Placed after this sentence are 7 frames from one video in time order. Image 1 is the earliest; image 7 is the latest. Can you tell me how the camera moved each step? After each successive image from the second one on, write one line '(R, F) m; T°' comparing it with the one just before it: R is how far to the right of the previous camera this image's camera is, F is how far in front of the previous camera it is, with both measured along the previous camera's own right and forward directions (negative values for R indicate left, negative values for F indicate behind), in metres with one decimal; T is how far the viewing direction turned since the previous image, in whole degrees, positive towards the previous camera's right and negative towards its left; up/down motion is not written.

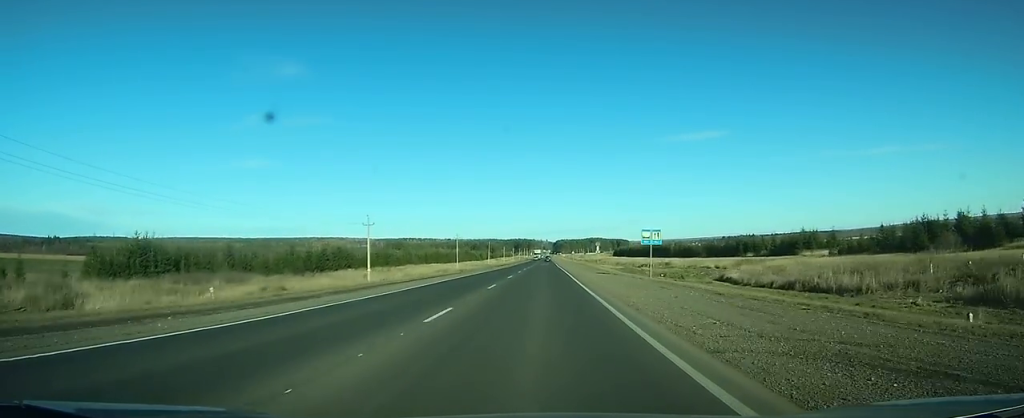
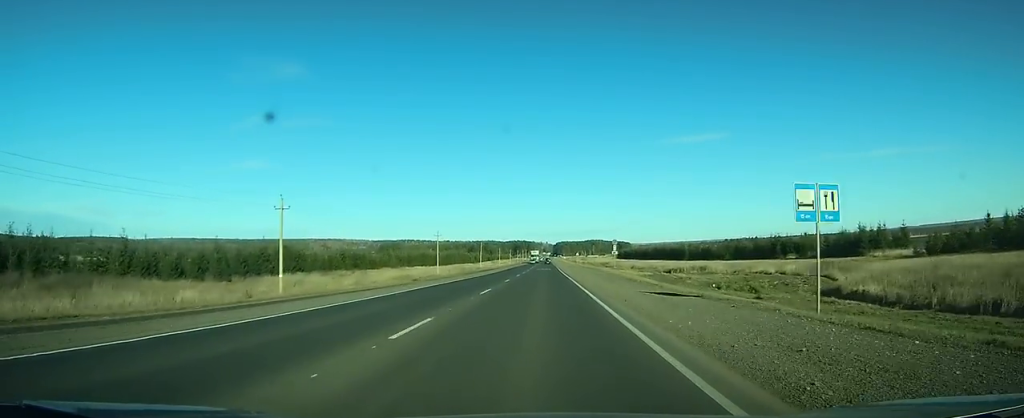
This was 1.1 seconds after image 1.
(0.0, +26.7) m; 0°
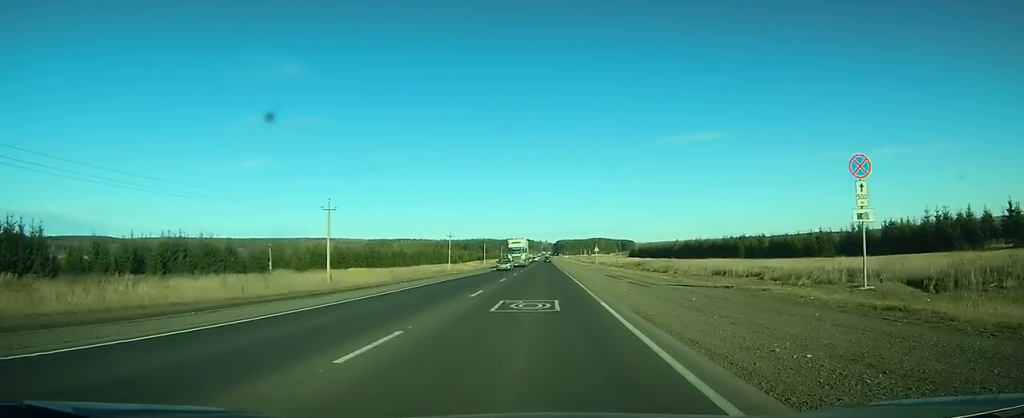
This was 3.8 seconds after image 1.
(-0.1, +62.6) m; 0°
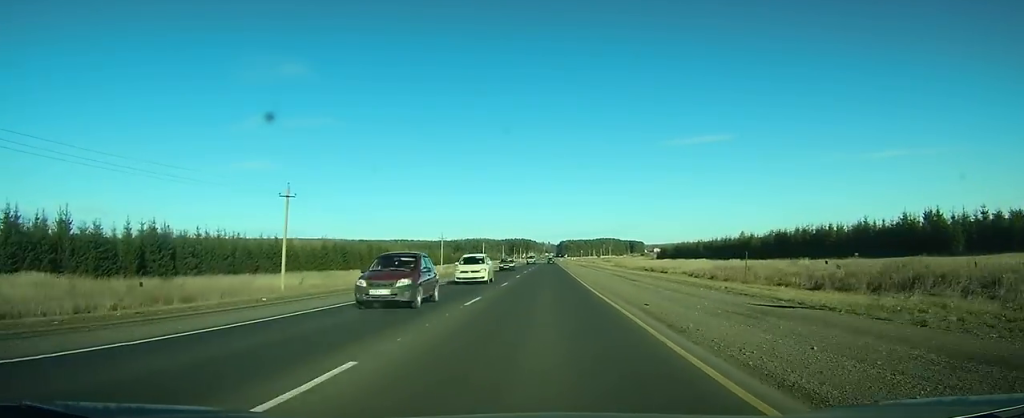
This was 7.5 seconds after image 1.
(0.0, +87.5) m; 0°
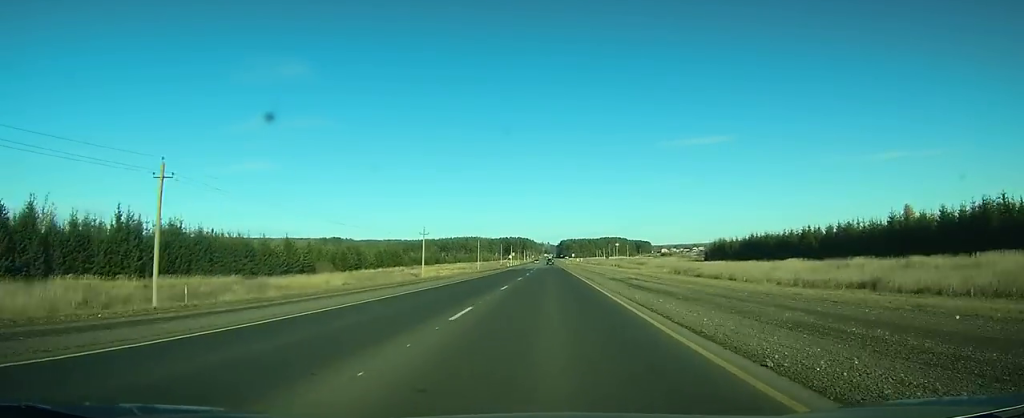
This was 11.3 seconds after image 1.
(+0.7, +87.5) m; 0°
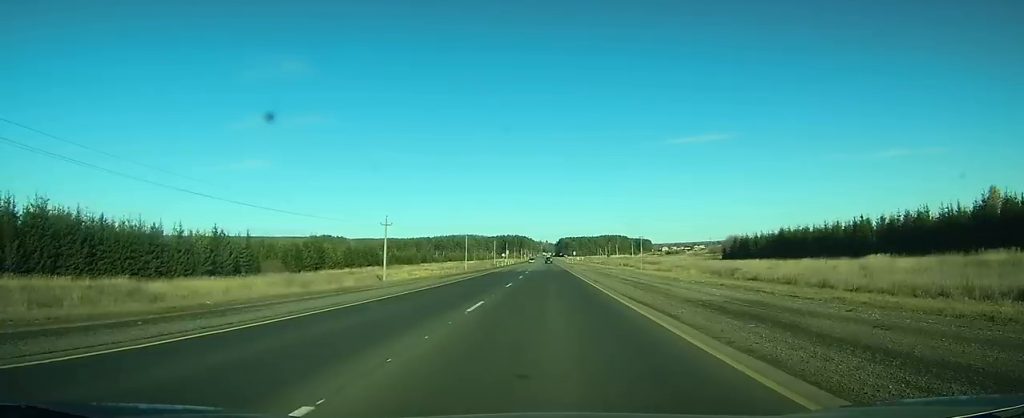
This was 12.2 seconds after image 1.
(0.0, +21.9) m; 0°
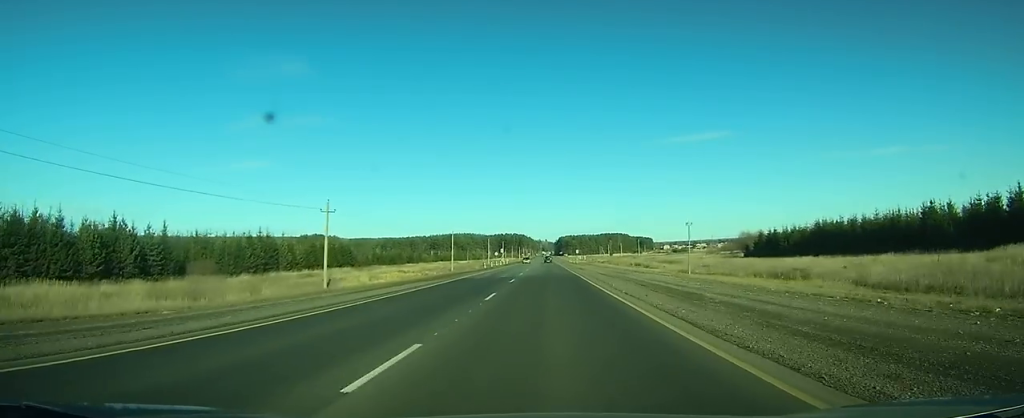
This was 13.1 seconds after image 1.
(0.0, +20.4) m; 0°
